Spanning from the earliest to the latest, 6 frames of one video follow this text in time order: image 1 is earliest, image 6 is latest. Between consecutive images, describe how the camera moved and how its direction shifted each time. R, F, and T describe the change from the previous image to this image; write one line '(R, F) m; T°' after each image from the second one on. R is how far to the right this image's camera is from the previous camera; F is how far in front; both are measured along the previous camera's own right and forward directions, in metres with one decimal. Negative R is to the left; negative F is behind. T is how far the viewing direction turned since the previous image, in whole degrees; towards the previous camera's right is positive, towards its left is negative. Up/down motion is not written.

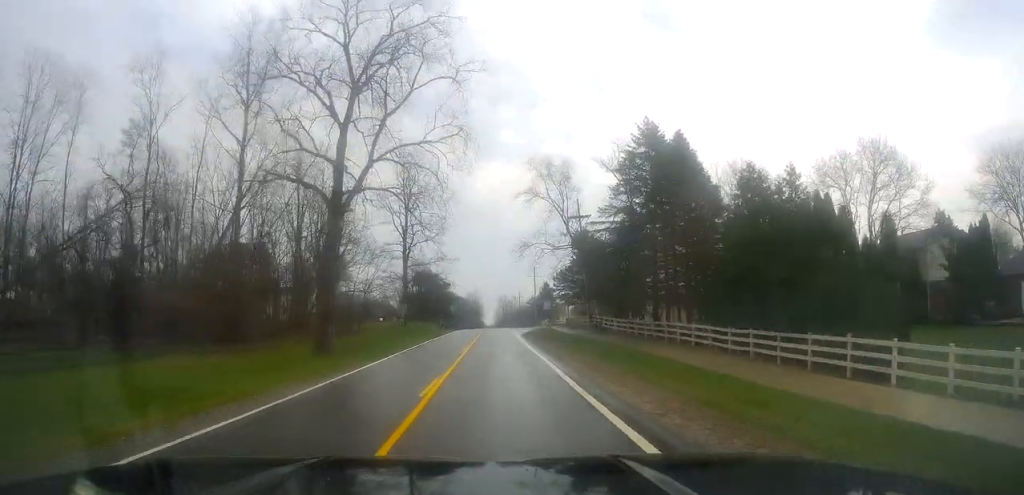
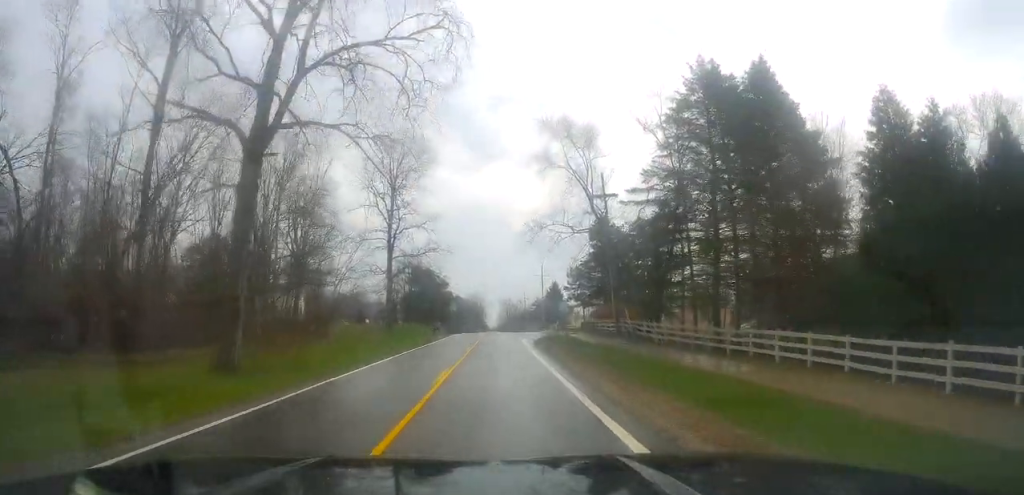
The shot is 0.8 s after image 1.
(-0.4, +12.5) m; -2°
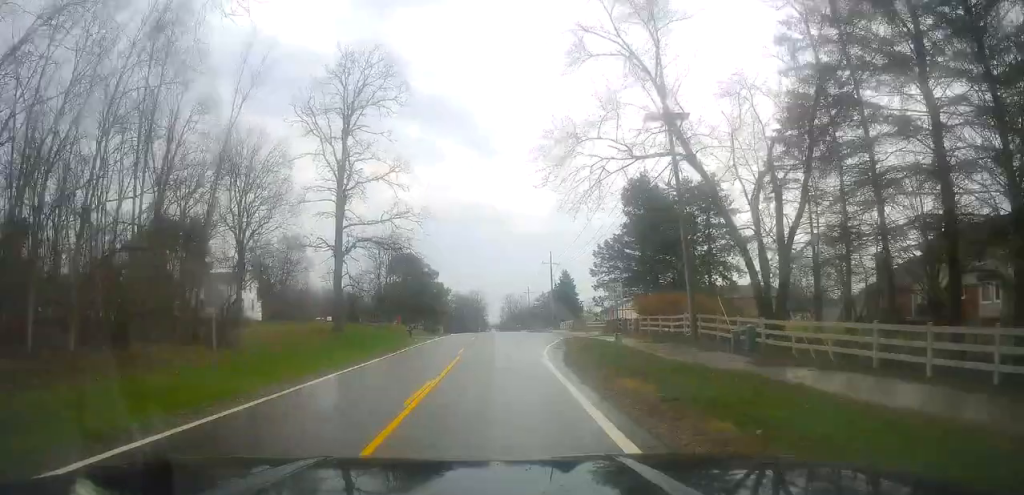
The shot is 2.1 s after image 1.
(+0.1, +19.1) m; +2°
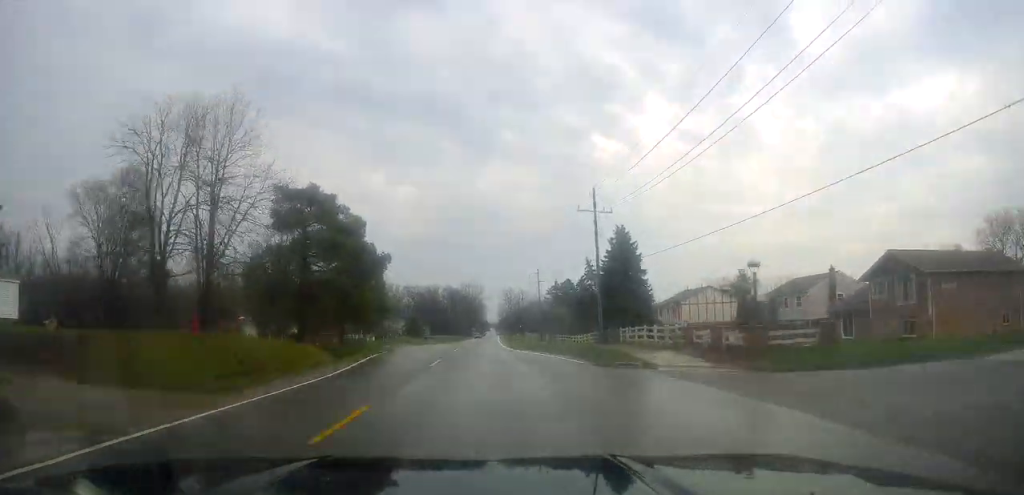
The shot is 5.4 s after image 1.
(+0.4, +48.5) m; +1°
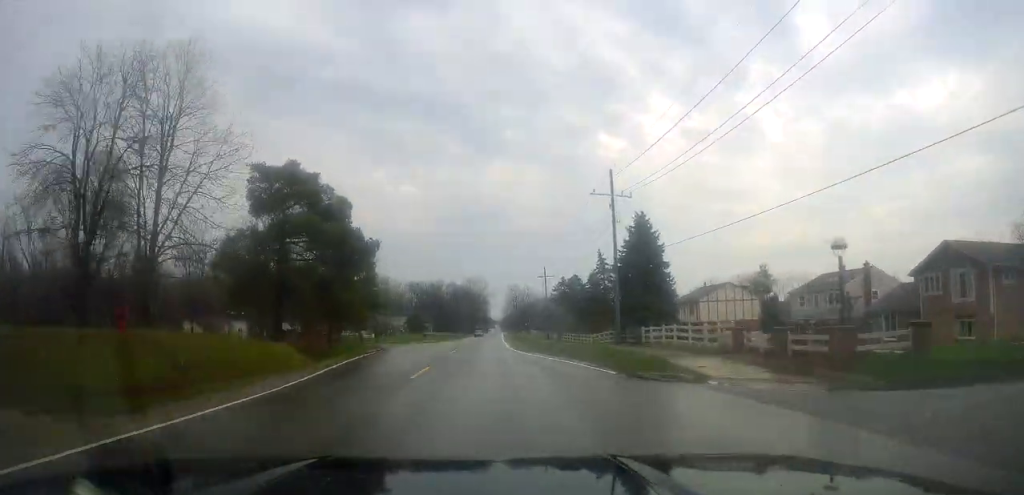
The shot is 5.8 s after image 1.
(+0.1, +5.7) m; +1°
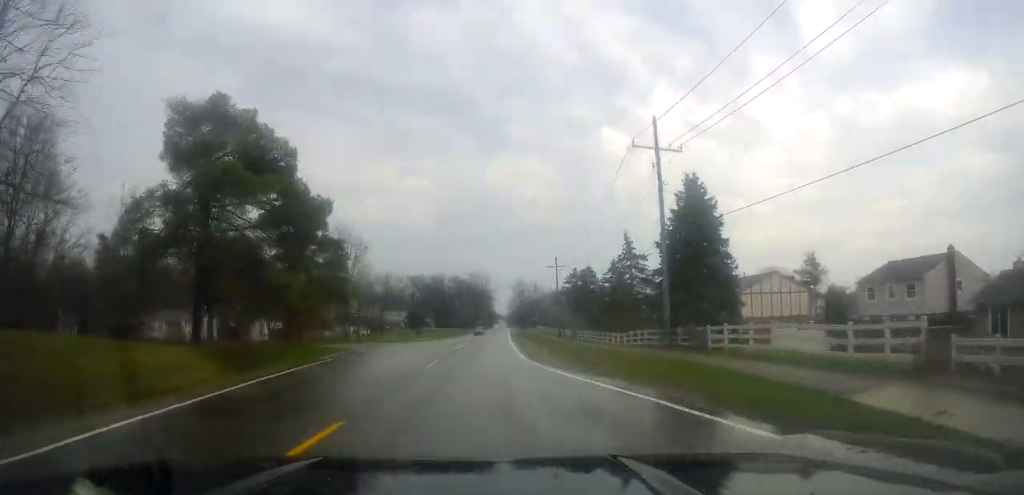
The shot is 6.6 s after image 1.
(+0.1, +11.9) m; -1°
